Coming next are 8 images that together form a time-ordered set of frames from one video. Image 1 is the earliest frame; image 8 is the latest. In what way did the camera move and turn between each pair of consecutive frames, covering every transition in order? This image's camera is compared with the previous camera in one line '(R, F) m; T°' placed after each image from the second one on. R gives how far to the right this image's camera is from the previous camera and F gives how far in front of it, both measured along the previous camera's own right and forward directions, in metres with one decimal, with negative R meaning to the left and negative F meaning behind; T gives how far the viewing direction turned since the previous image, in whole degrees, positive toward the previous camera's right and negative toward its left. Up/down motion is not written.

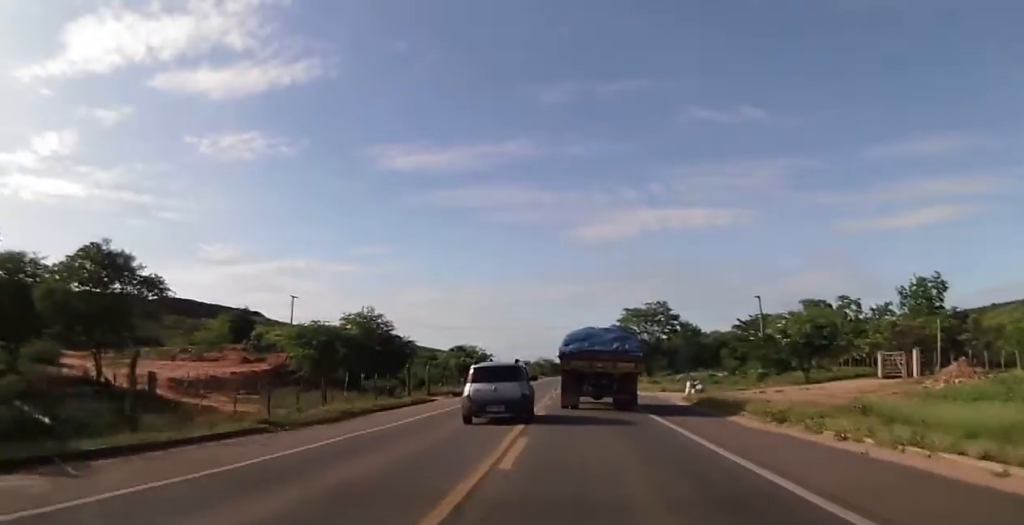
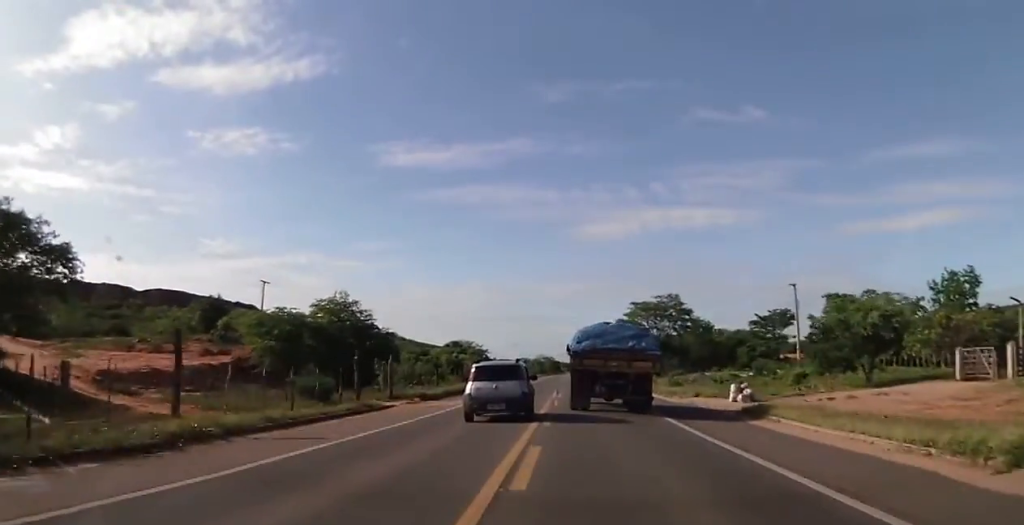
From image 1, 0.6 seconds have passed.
(+0.1, +11.5) m; 0°
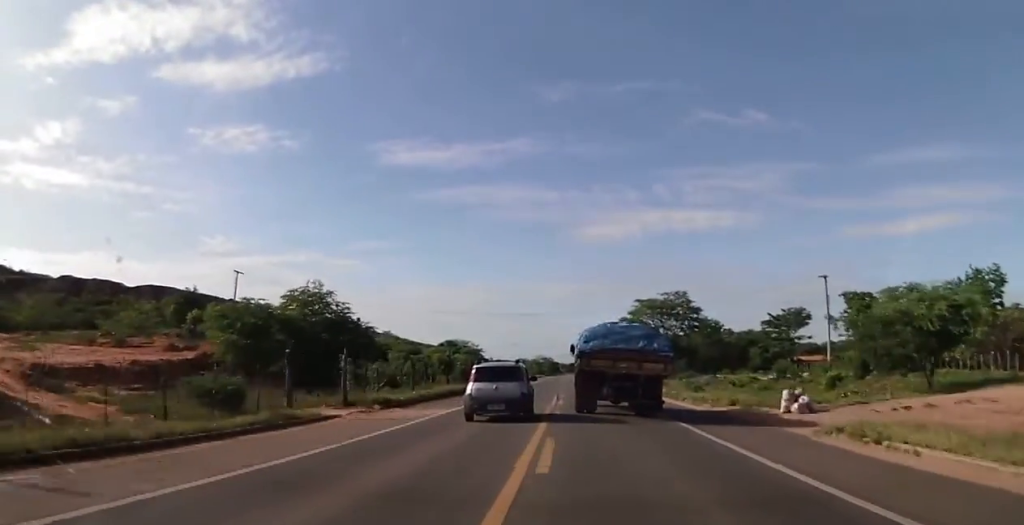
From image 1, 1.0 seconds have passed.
(0.0, +7.7) m; 0°
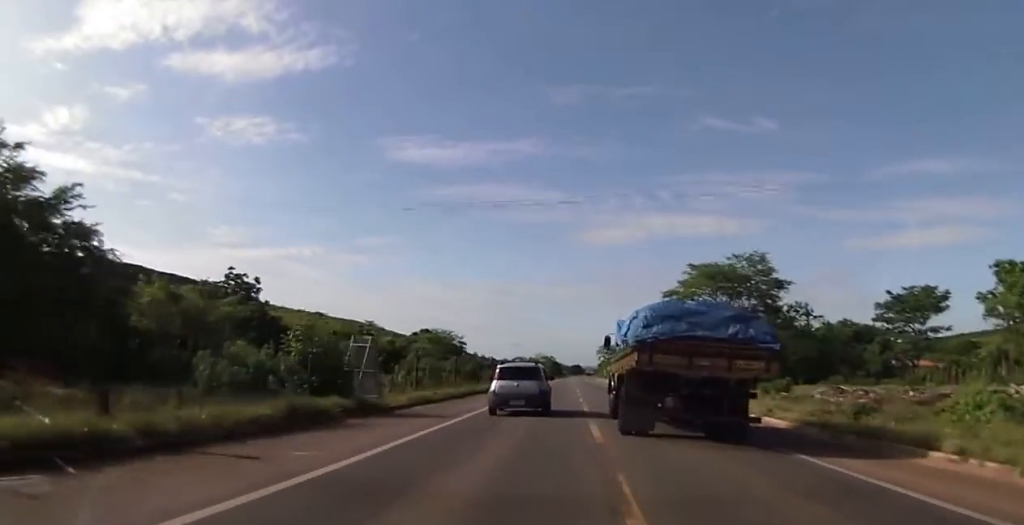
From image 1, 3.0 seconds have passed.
(-0.6, +39.6) m; -2°
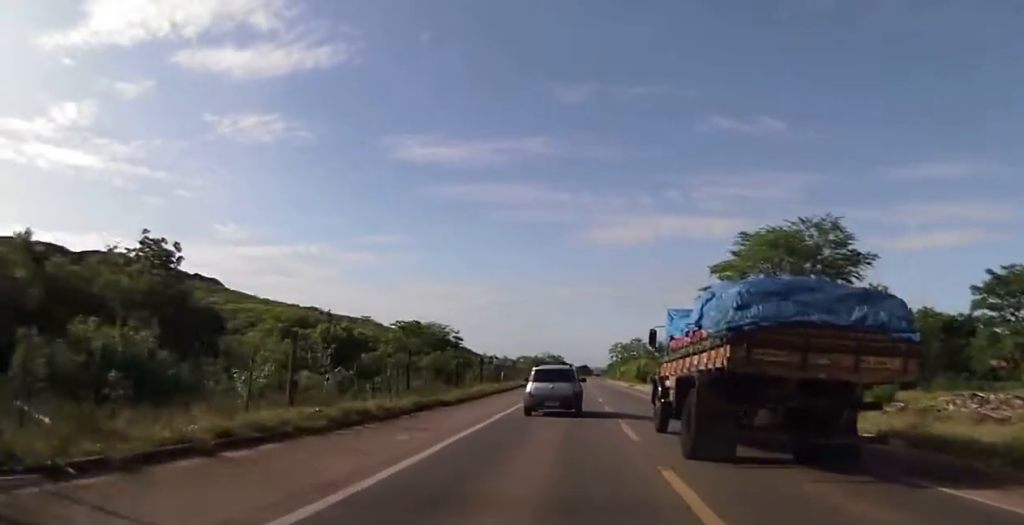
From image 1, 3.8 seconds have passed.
(-0.1, +16.9) m; 0°
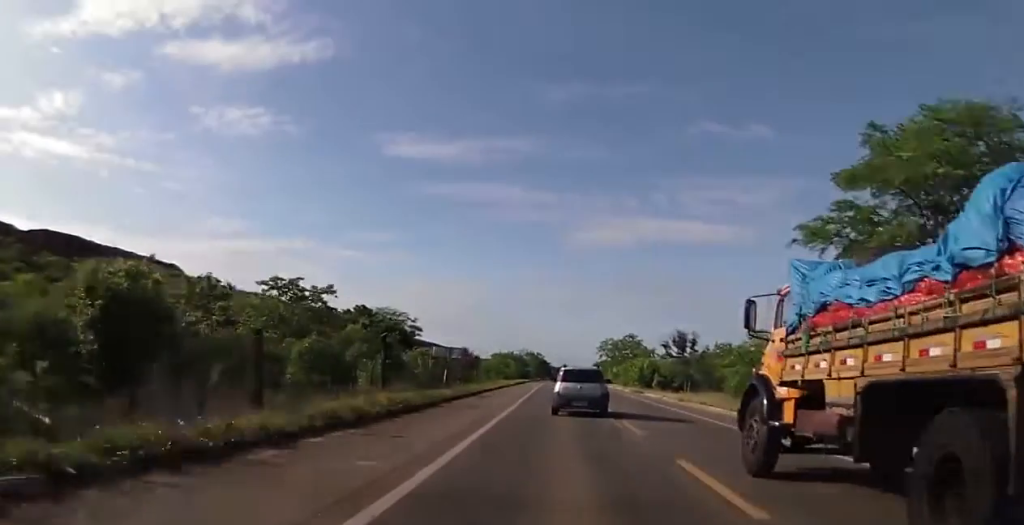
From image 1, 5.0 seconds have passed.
(+0.3, +24.5) m; +1°
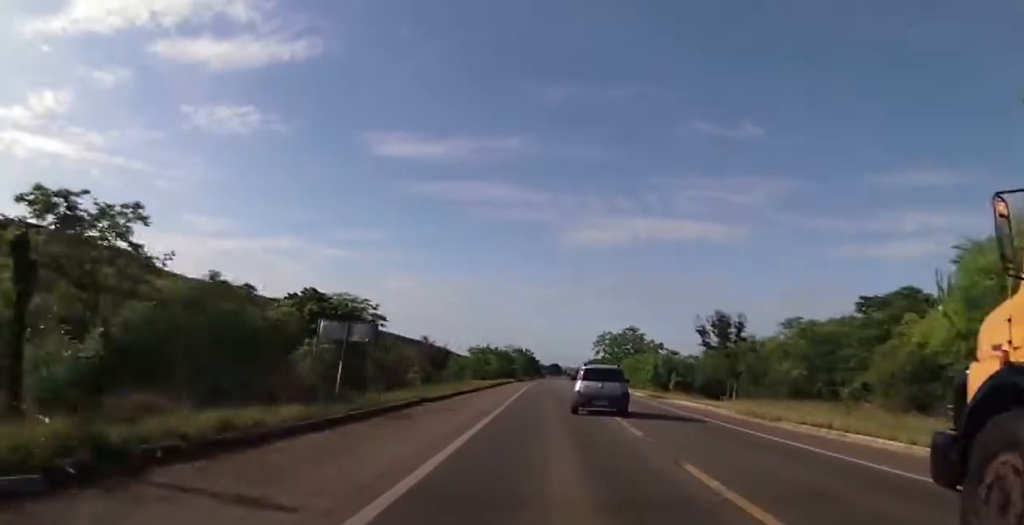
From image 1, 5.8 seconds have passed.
(0.0, +17.5) m; 0°
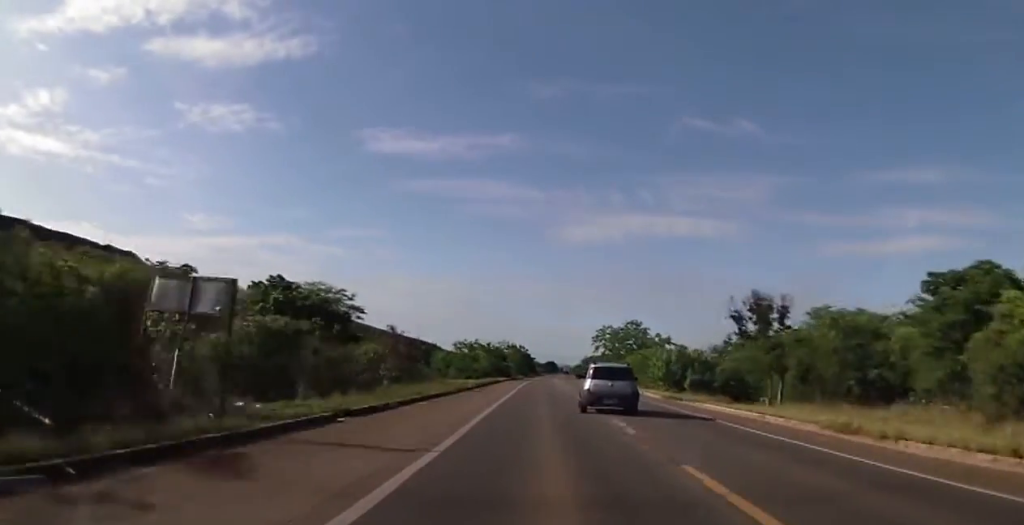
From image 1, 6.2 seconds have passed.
(-0.1, +8.9) m; 0°
